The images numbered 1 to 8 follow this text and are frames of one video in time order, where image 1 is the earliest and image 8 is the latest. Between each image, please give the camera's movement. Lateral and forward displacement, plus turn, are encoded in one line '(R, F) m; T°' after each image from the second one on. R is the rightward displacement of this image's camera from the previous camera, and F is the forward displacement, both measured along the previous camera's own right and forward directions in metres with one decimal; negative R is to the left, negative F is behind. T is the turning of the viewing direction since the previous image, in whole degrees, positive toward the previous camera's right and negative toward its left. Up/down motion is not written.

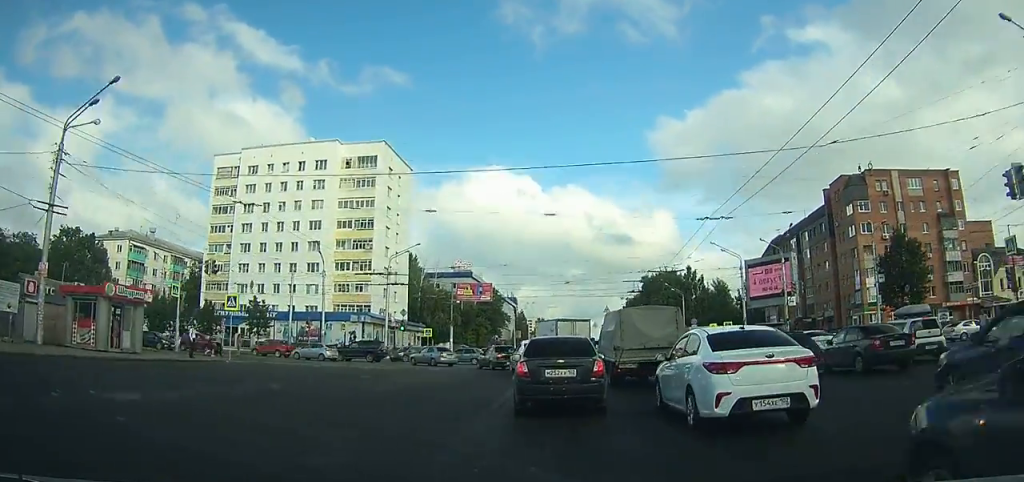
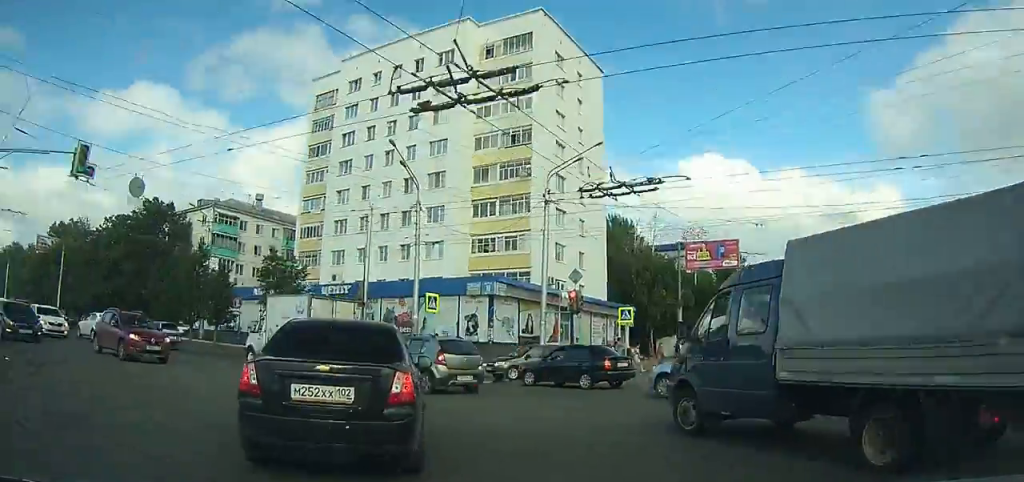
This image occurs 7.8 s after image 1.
(-5.7, +35.6) m; -25°
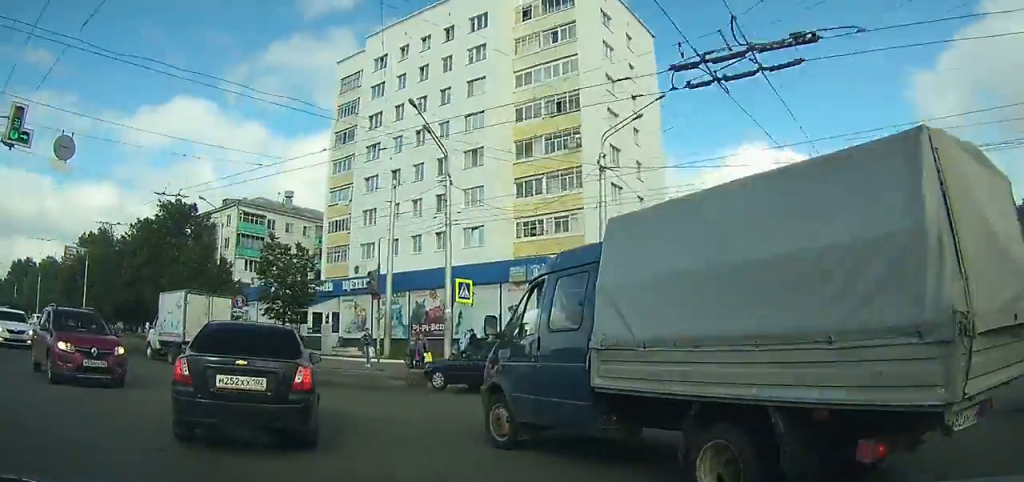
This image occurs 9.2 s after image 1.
(0.0, +6.5) m; -12°
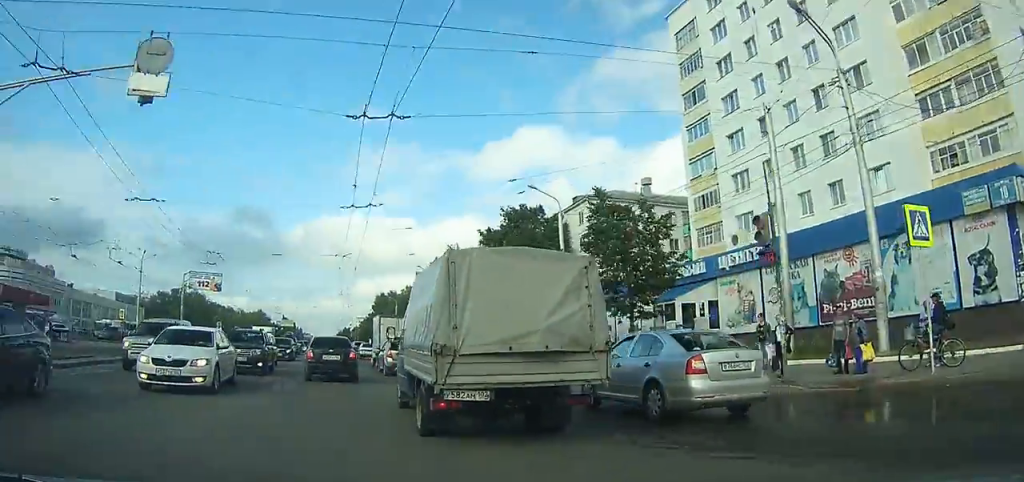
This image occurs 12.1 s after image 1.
(-3.4, +12.6) m; -29°
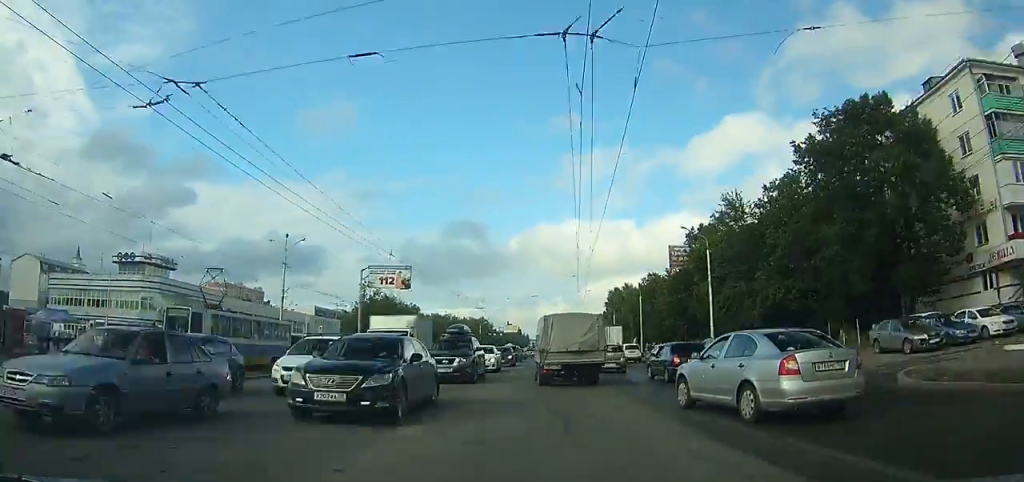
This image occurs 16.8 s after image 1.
(-8.1, +25.1) m; -23°
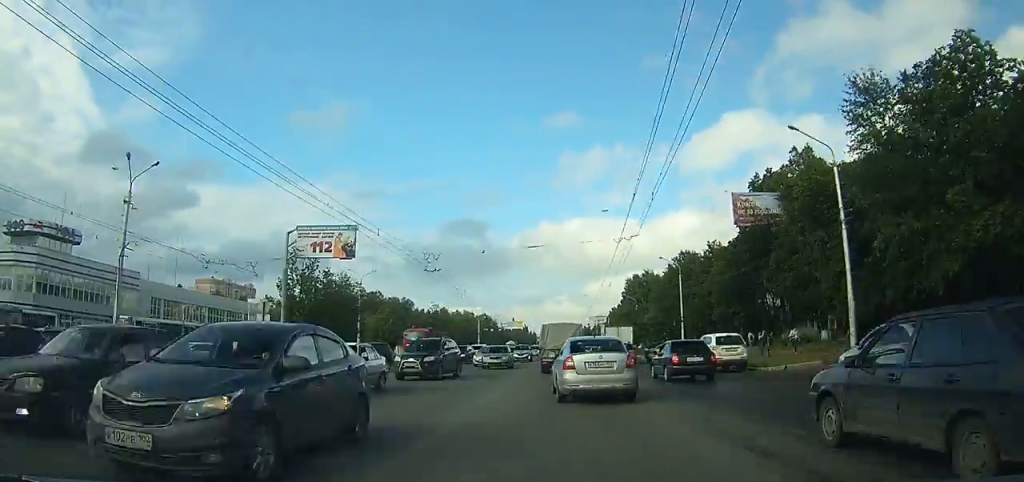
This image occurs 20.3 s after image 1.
(-0.3, +23.1) m; -1°
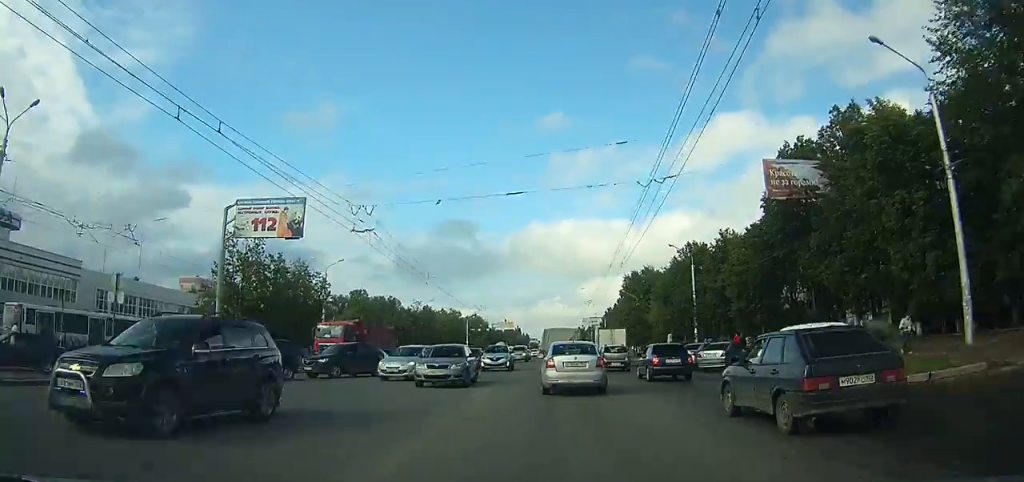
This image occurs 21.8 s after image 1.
(-0.1, +10.0) m; 0°
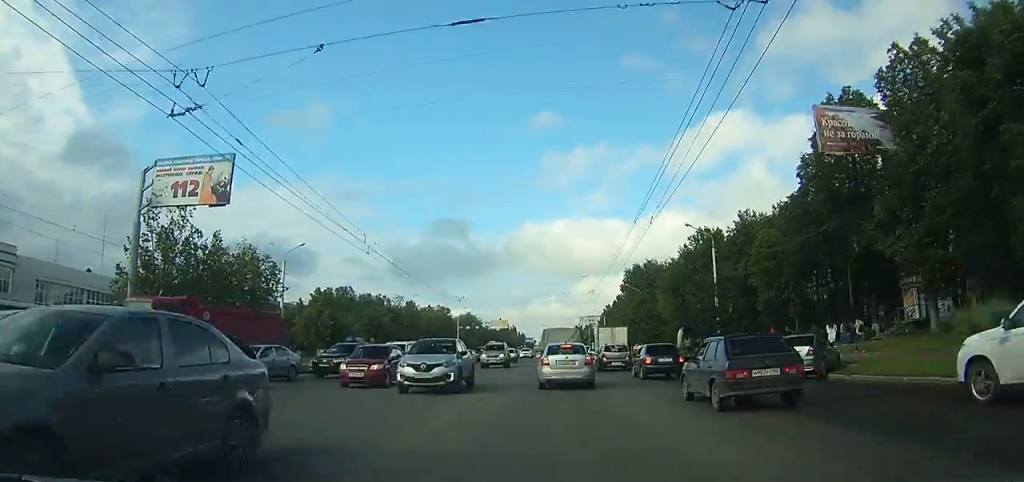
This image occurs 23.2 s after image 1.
(0.0, +8.8) m; 0°
